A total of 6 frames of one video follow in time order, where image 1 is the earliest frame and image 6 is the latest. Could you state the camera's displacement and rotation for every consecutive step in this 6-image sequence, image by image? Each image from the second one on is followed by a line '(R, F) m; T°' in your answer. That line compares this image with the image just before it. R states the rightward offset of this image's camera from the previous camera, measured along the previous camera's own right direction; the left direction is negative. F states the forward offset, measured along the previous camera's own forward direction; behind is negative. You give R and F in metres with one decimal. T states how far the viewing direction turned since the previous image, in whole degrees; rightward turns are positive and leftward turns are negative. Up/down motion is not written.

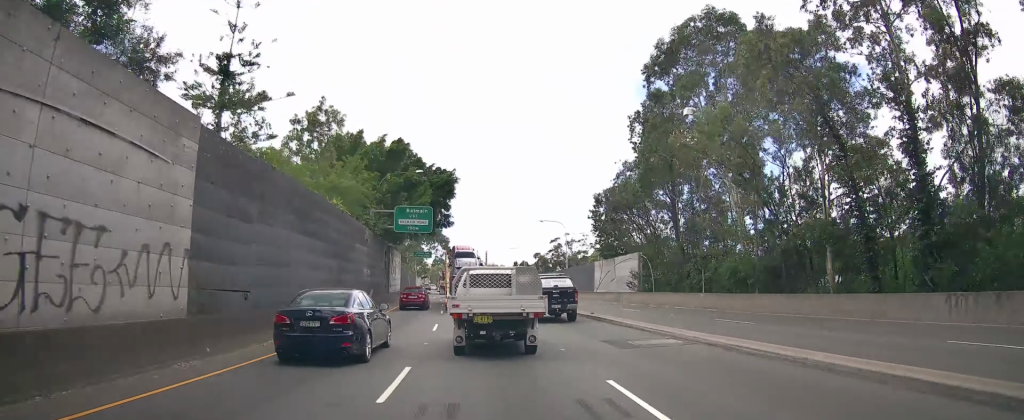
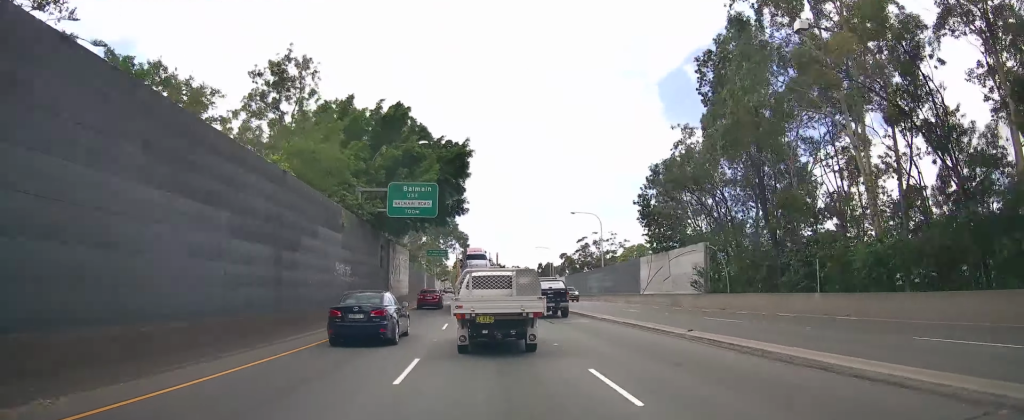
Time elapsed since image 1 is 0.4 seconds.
(-0.3, +12.8) m; -4°
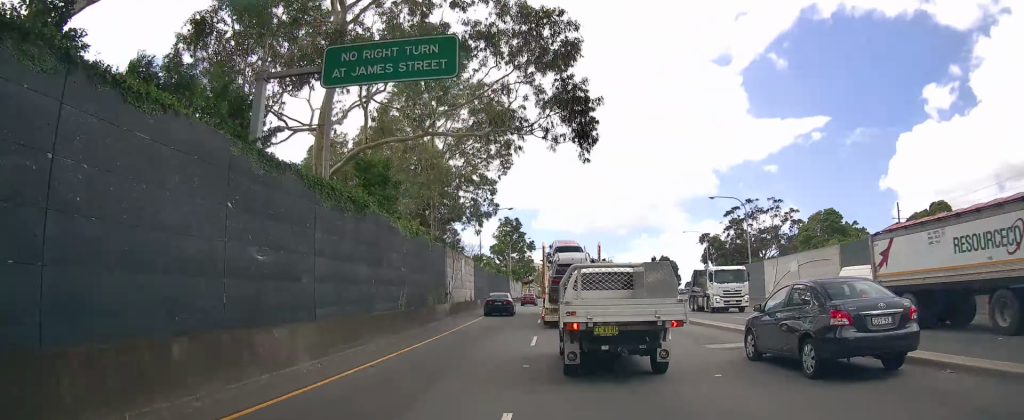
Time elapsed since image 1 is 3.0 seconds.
(-6.1, +68.3) m; -4°
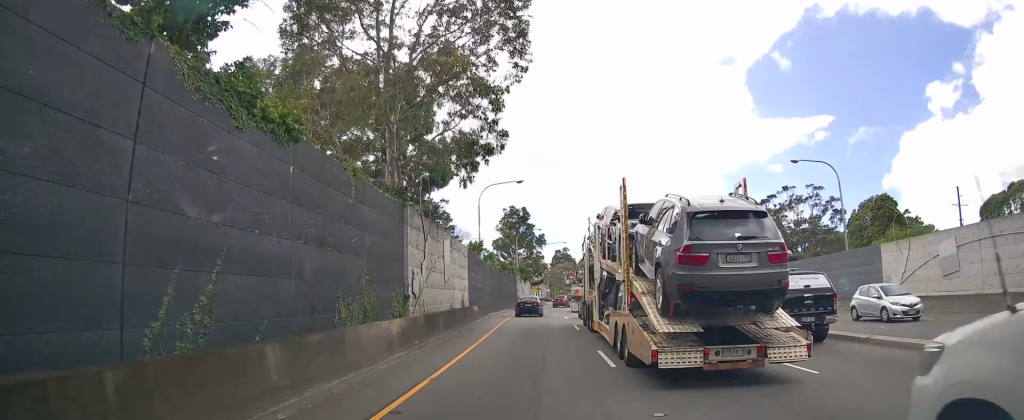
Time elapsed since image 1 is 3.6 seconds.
(+0.1, +16.3) m; +1°
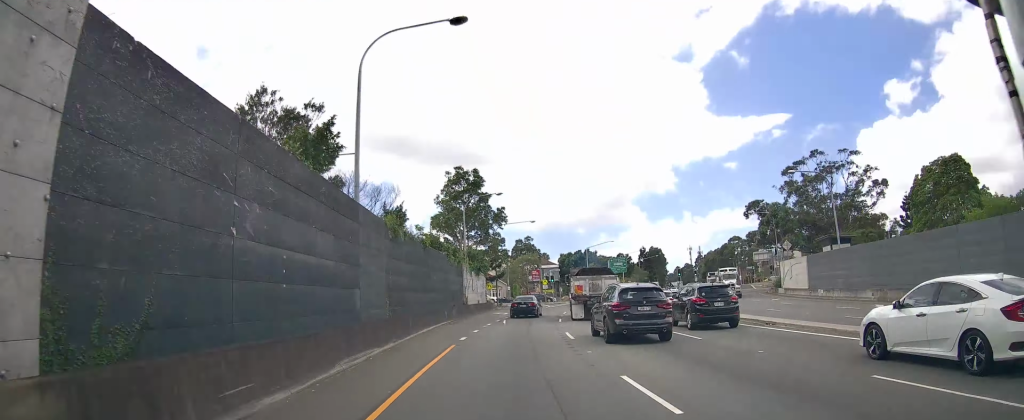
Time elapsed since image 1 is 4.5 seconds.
(+0.3, +26.1) m; +3°
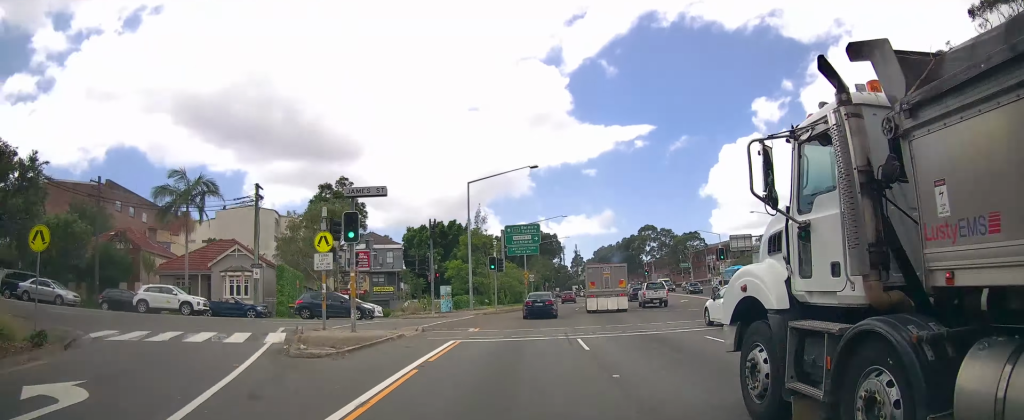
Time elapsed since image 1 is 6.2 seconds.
(+5.7, +61.1) m; +12°
